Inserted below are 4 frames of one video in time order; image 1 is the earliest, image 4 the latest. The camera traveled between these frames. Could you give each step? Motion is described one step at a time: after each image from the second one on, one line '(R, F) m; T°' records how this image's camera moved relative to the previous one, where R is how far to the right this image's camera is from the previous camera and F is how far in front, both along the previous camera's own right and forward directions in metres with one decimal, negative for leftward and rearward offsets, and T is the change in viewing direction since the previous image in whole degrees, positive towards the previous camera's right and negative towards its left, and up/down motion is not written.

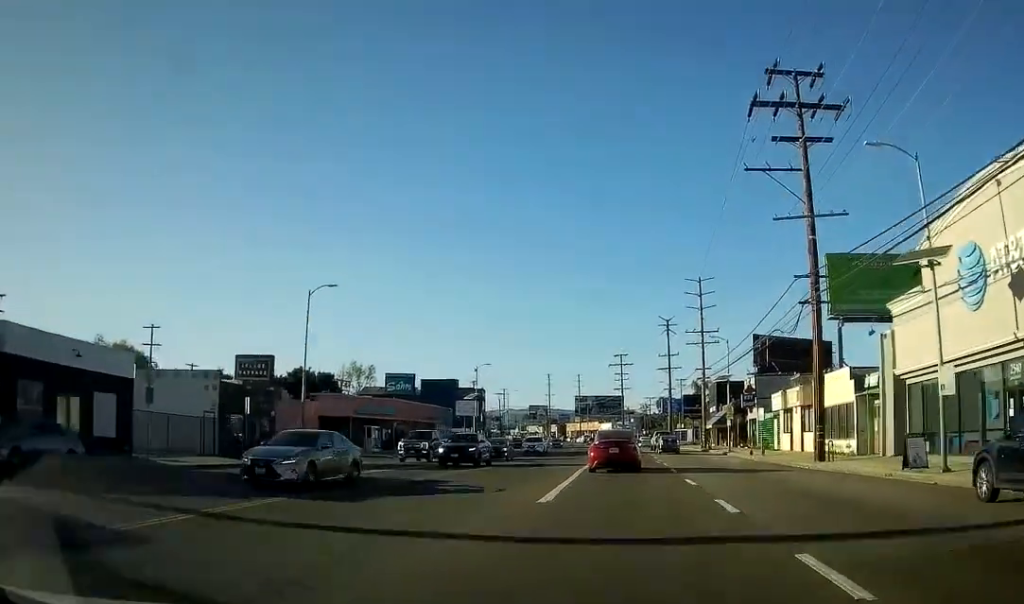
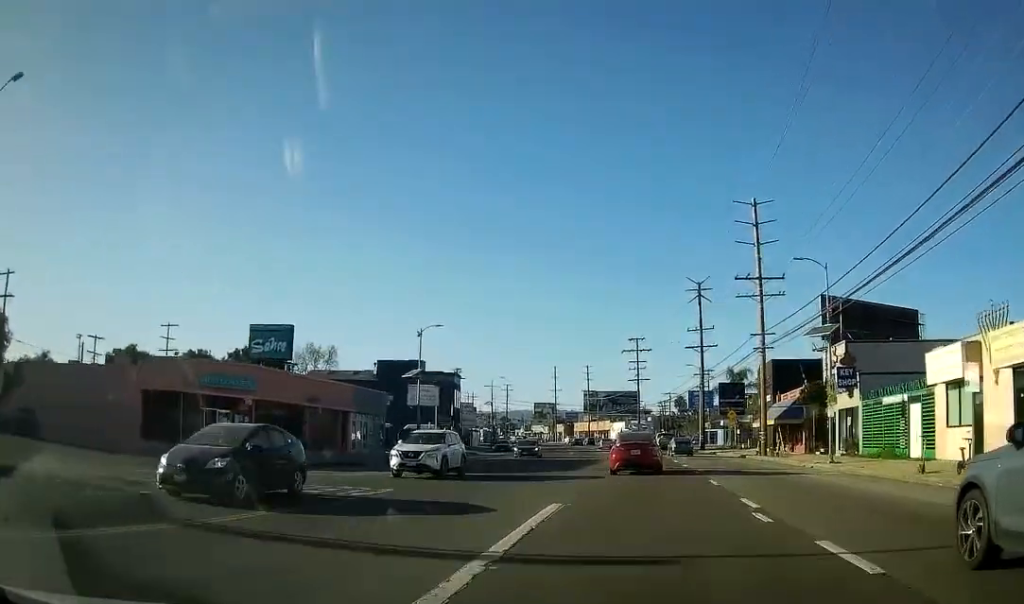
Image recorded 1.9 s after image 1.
(0.0, +28.1) m; 0°
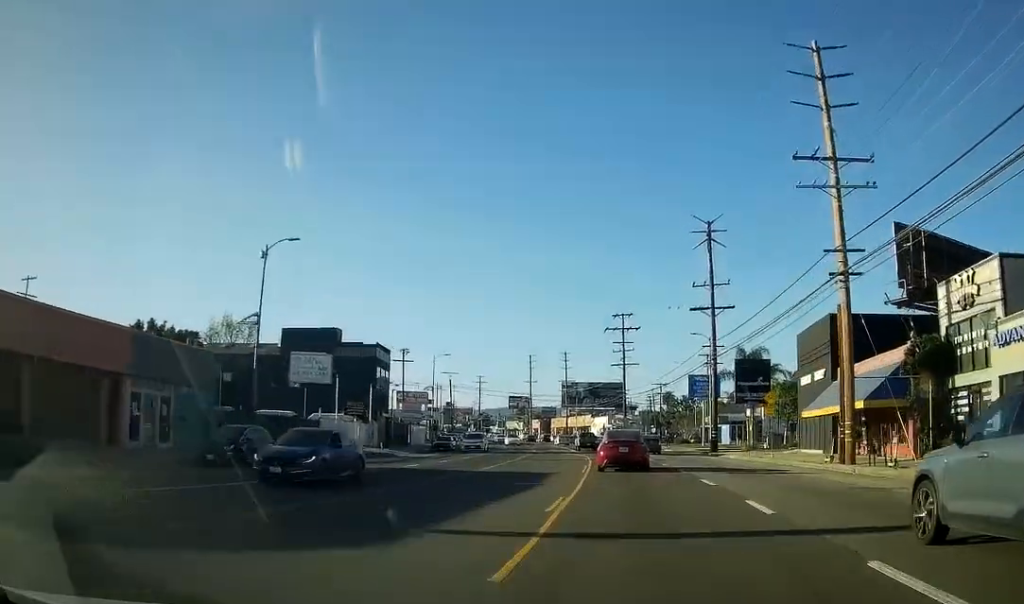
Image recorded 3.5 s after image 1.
(-0.2, +24.0) m; +1°
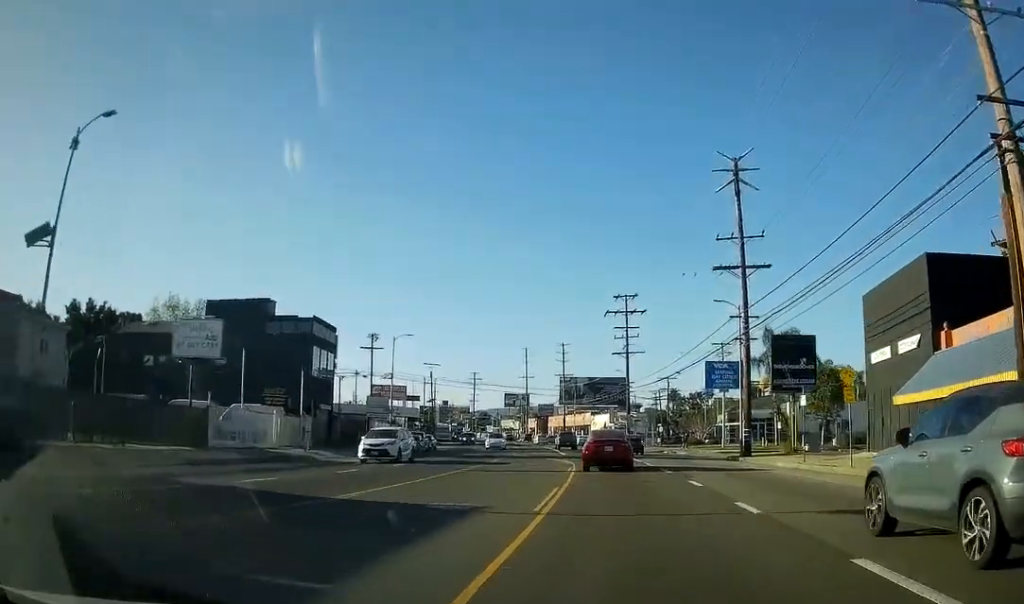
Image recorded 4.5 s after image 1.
(+0.4, +16.0) m; +1°
